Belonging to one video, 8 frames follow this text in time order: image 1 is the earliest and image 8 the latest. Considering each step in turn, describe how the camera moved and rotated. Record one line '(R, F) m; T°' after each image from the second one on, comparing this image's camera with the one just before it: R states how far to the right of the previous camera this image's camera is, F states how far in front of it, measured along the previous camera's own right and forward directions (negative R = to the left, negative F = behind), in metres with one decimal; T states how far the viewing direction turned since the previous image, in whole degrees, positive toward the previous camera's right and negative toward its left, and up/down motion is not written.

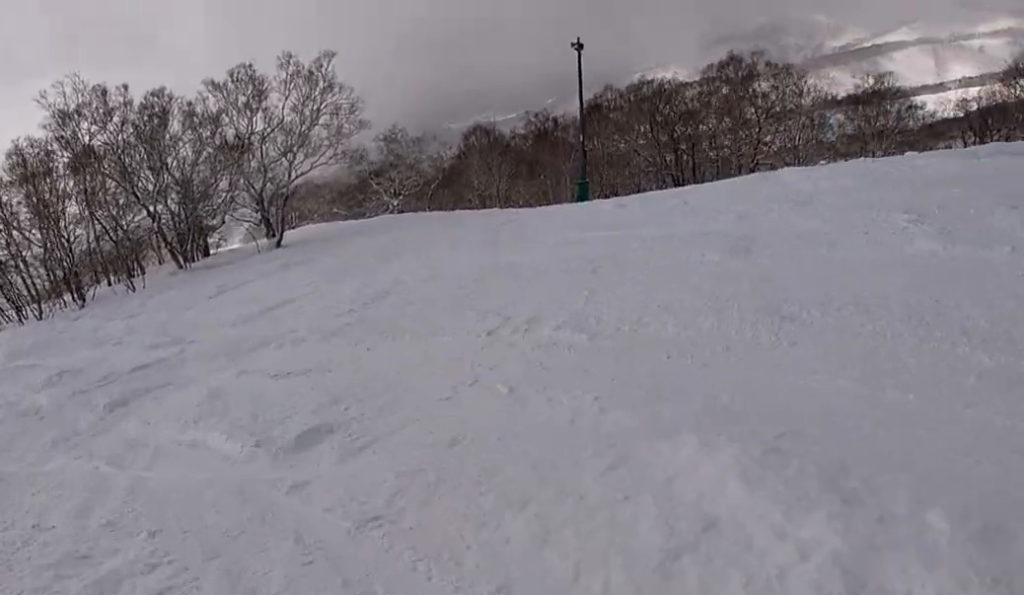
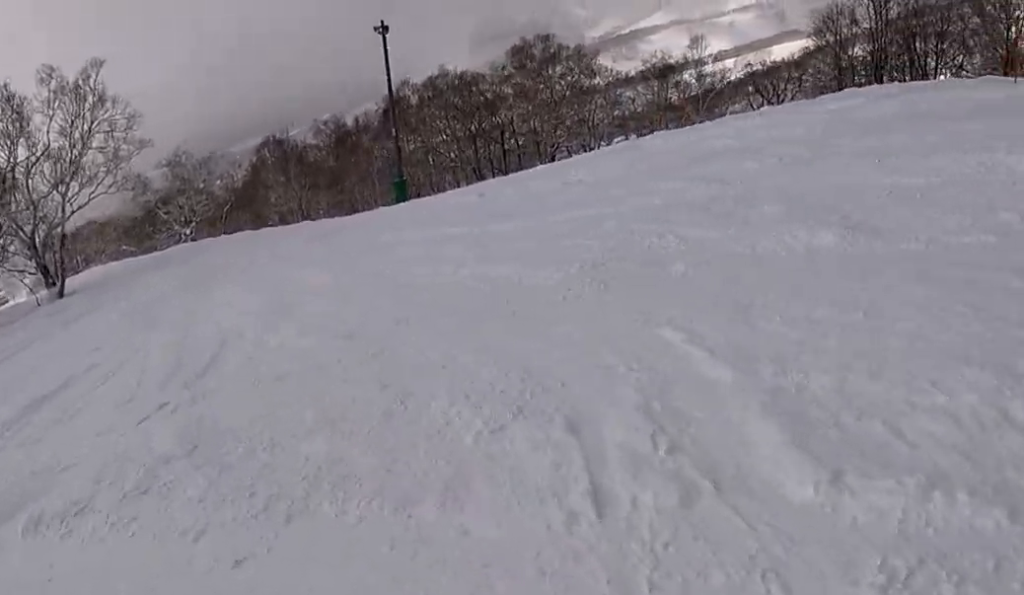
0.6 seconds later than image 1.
(+1.0, +4.3) m; +9°
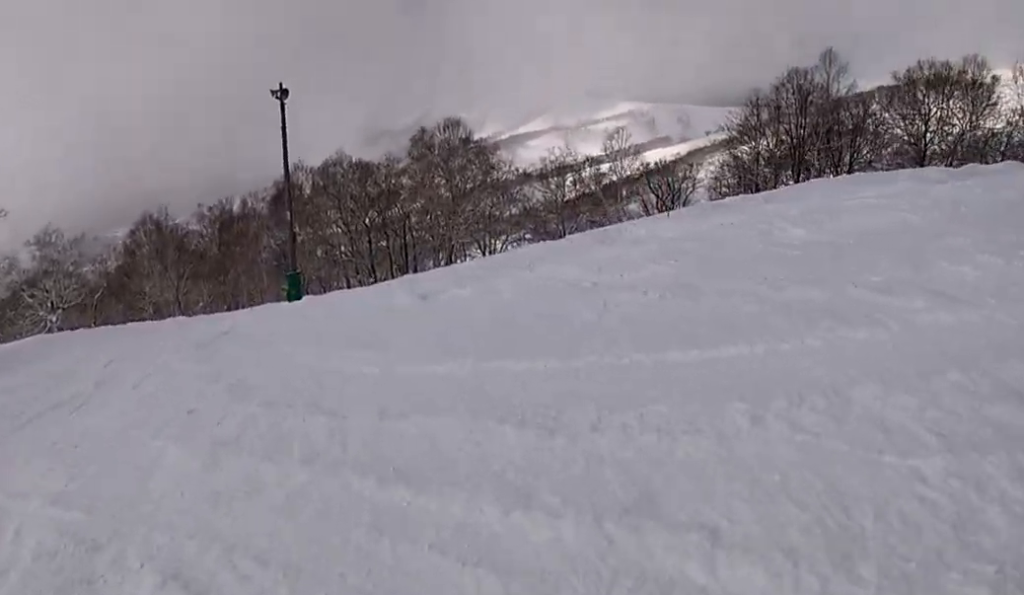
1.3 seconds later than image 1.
(+0.4, +4.8) m; +3°
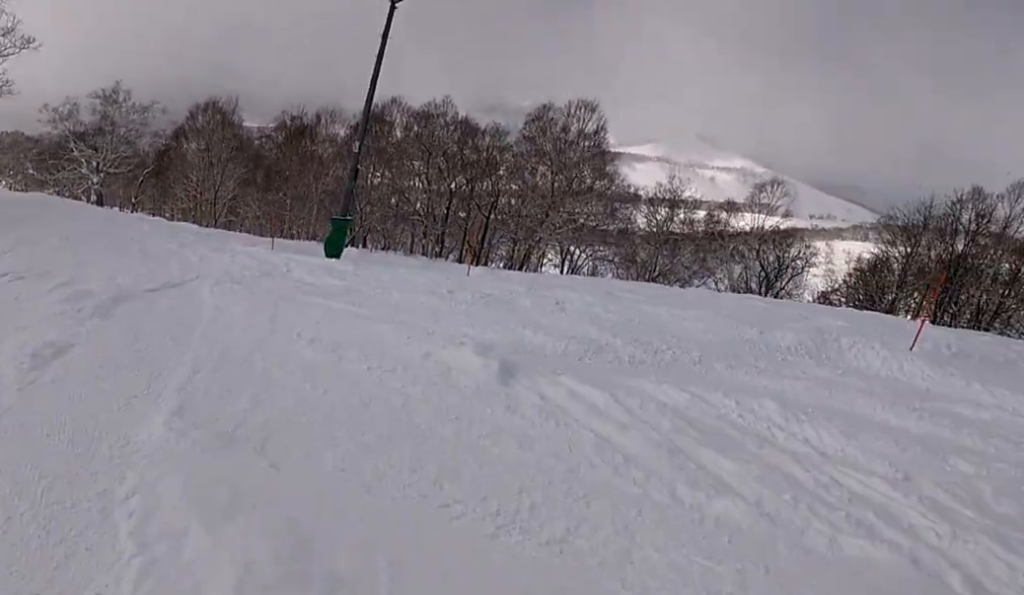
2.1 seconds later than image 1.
(-0.1, +5.7) m; -8°
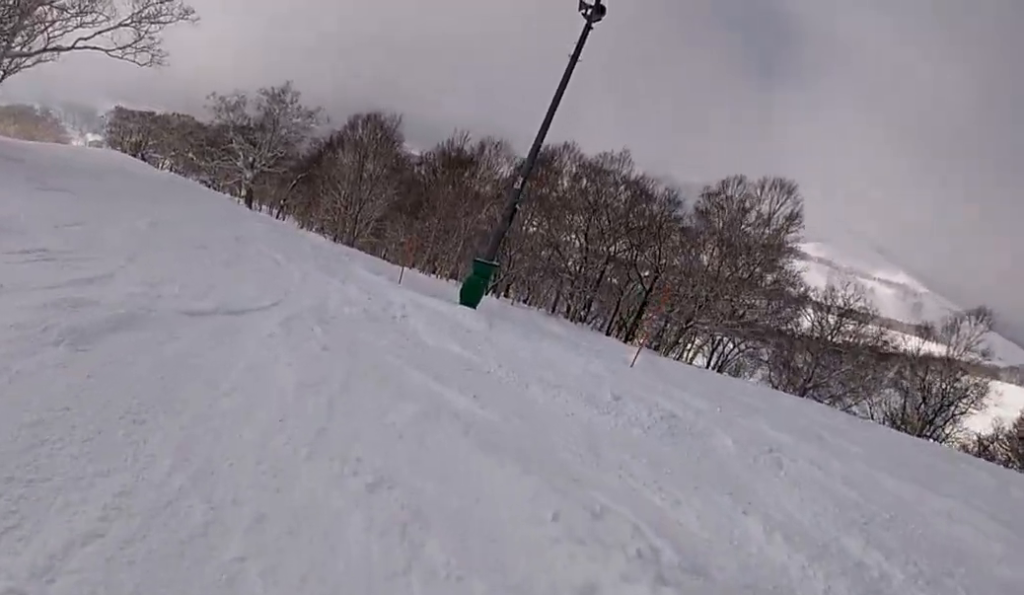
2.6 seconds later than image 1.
(0.0, +2.9) m; -10°
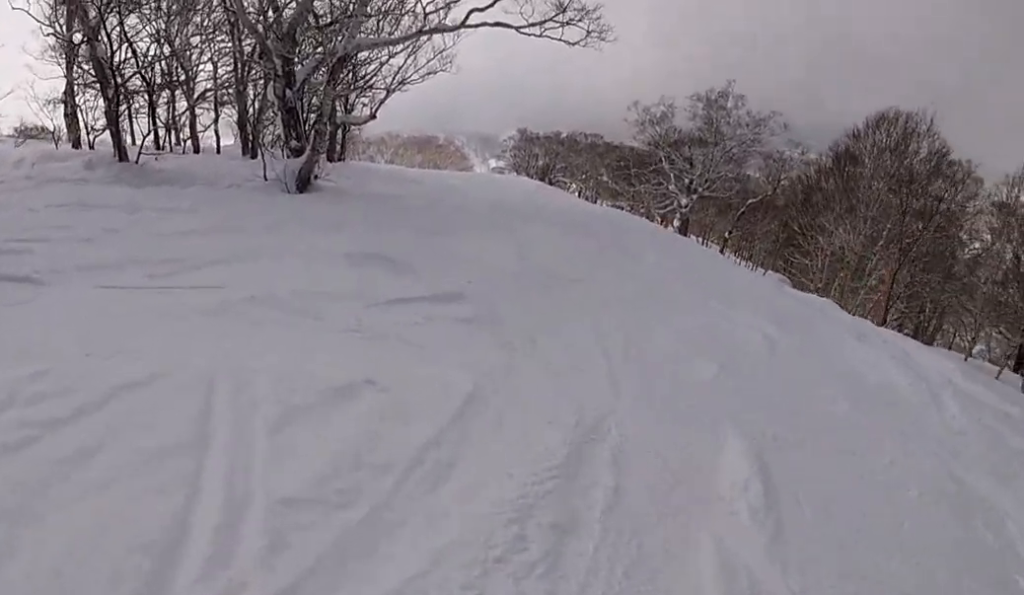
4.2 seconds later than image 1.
(-3.3, +10.0) m; -20°
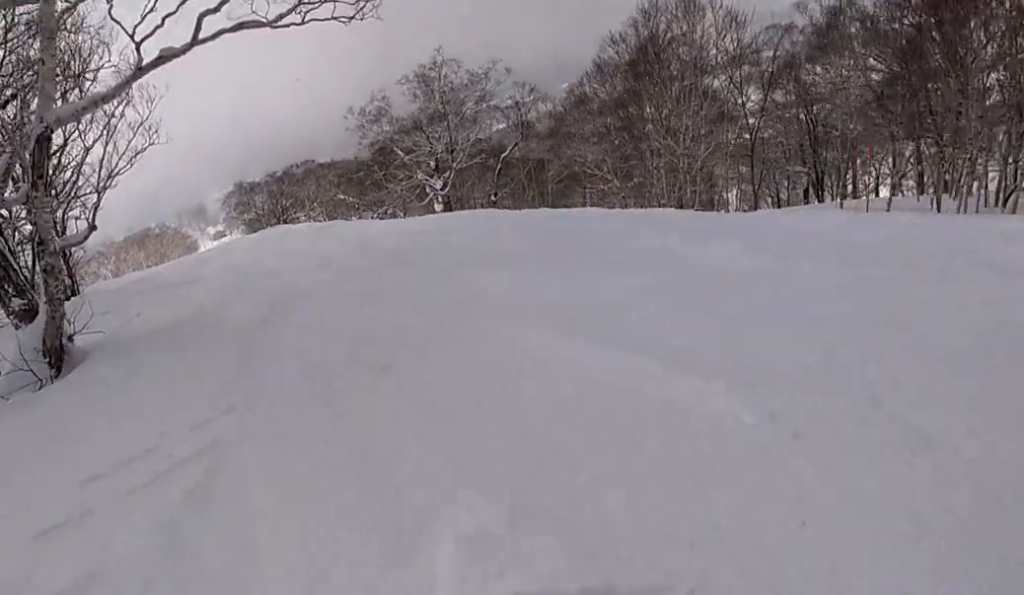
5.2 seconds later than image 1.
(+0.5, +6.1) m; +13°
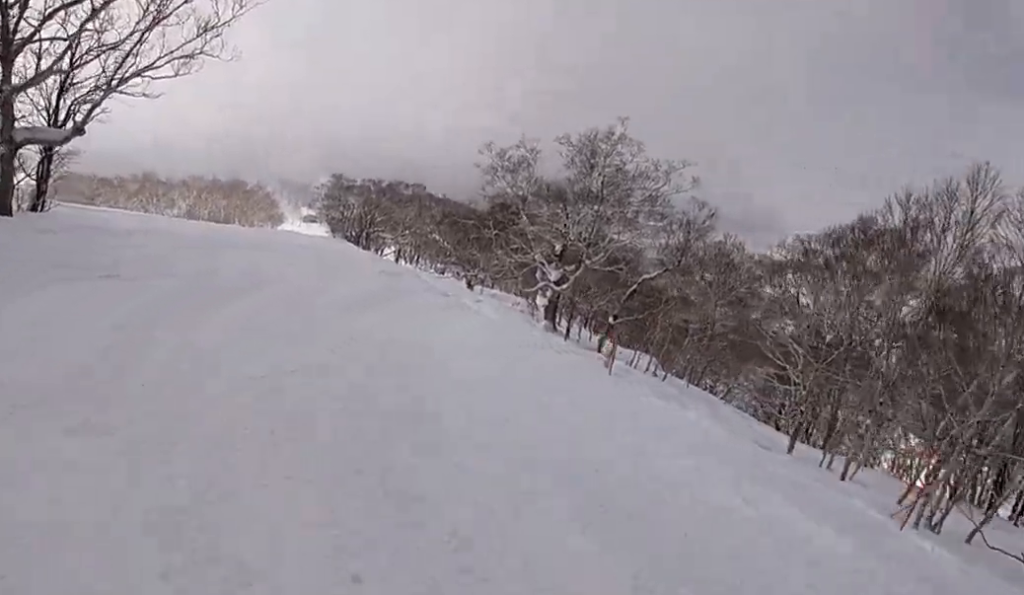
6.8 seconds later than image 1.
(+0.7, +10.5) m; -10°
